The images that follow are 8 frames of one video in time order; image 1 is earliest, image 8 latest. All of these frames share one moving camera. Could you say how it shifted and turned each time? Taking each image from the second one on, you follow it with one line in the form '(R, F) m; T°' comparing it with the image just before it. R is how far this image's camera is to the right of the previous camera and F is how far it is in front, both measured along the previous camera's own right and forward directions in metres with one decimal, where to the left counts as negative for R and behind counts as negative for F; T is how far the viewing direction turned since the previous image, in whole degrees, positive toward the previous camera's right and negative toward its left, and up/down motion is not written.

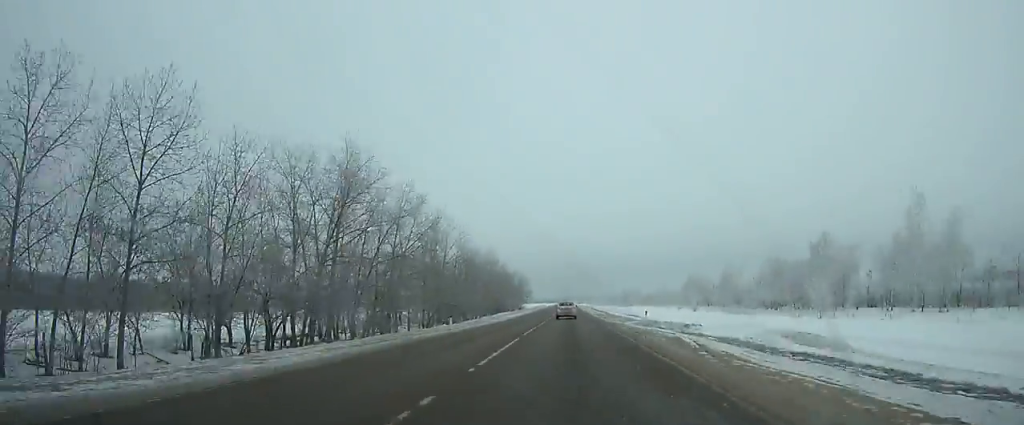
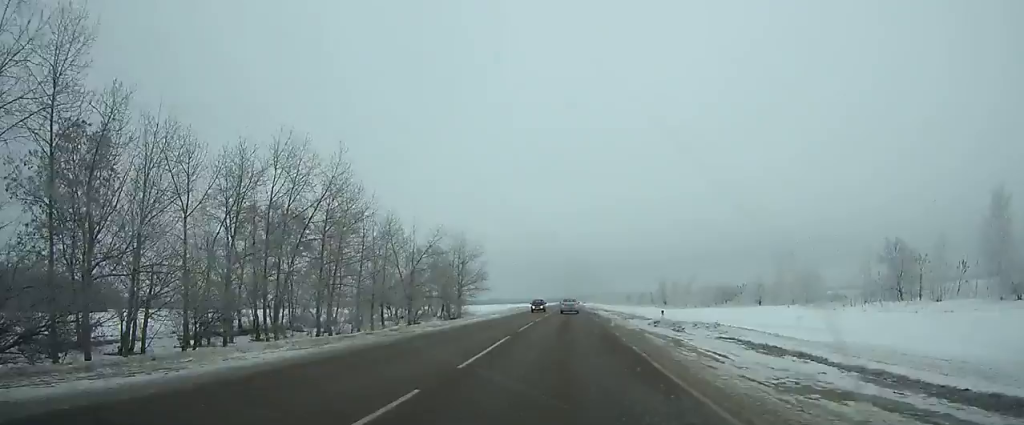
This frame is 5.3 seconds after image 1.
(+0.2, +112.5) m; 0°
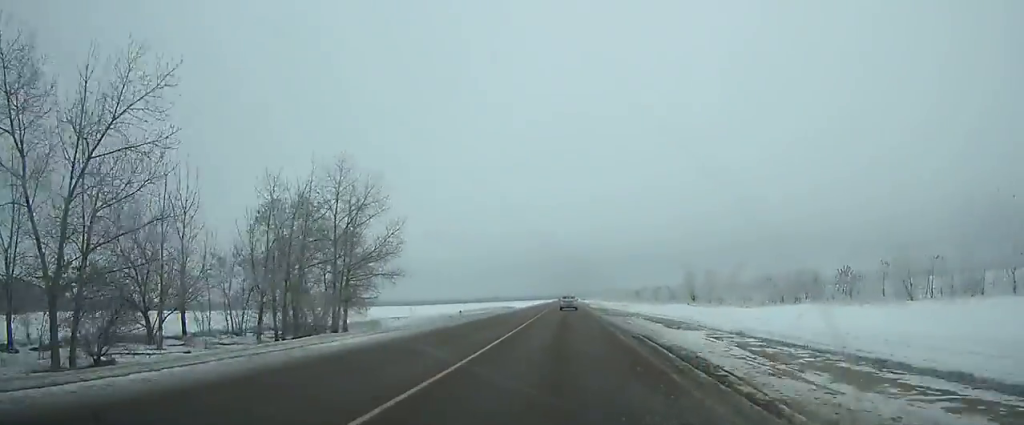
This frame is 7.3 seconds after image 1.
(0.0, +43.9) m; 0°
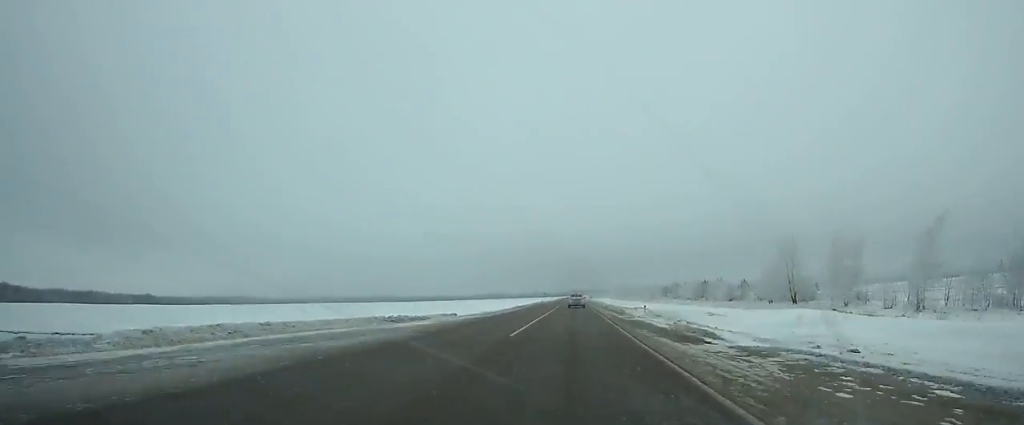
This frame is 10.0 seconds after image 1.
(-0.3, +60.1) m; 0°
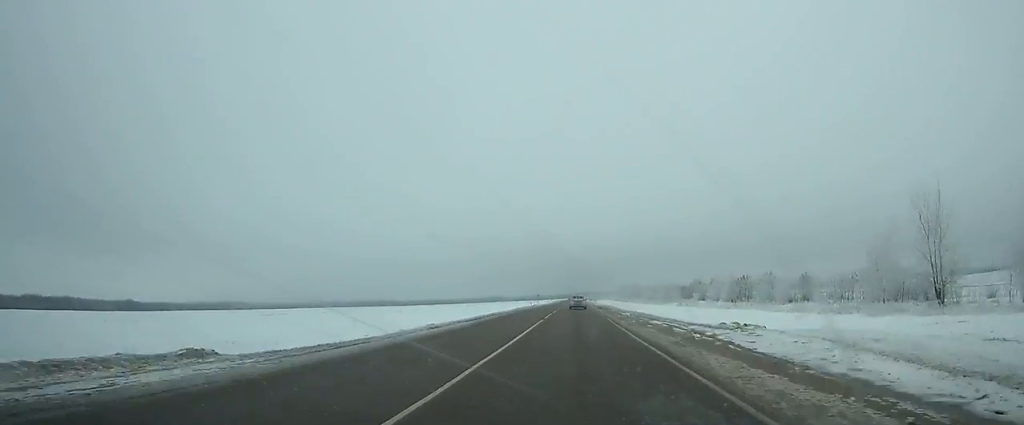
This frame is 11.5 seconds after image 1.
(+0.1, +33.2) m; 0°
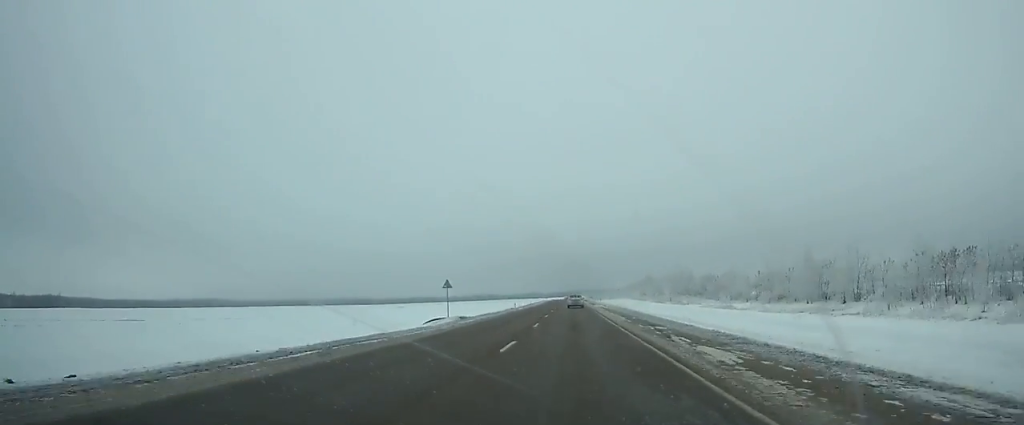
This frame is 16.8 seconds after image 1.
(+0.1, +114.1) m; 0°
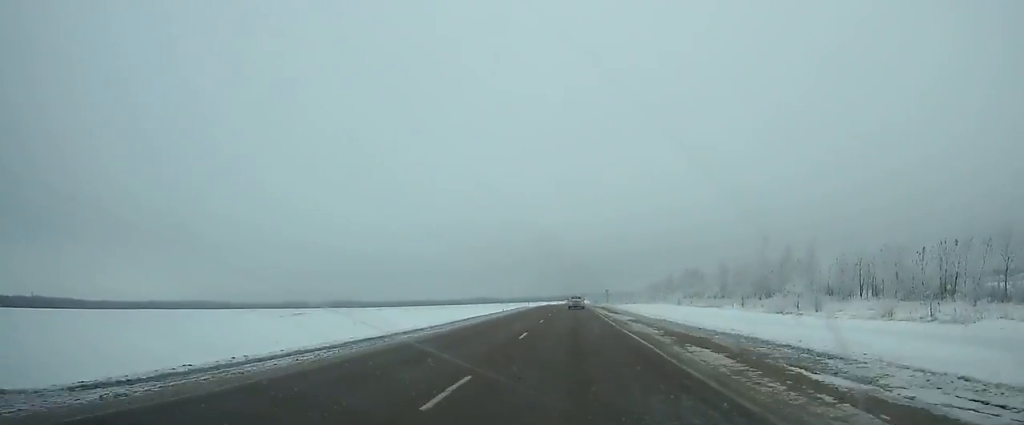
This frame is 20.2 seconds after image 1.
(-0.1, +72.1) m; 0°
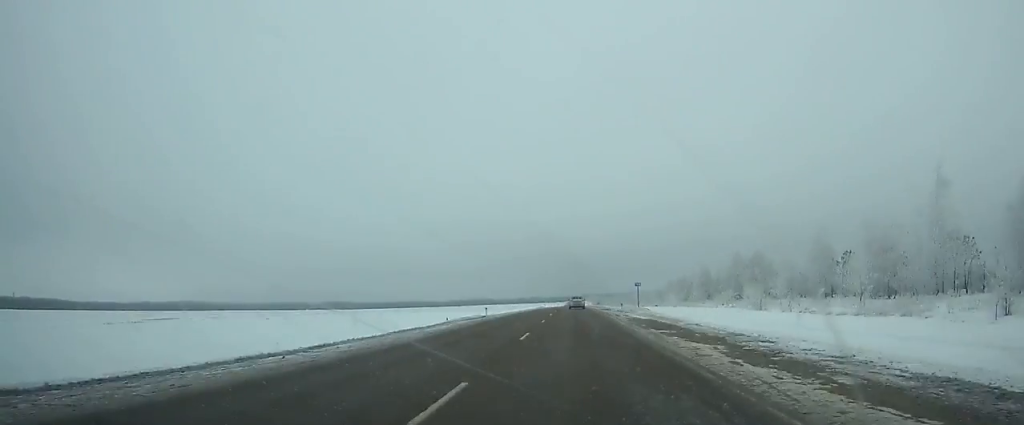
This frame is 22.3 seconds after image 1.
(0.0, +46.0) m; 0°
